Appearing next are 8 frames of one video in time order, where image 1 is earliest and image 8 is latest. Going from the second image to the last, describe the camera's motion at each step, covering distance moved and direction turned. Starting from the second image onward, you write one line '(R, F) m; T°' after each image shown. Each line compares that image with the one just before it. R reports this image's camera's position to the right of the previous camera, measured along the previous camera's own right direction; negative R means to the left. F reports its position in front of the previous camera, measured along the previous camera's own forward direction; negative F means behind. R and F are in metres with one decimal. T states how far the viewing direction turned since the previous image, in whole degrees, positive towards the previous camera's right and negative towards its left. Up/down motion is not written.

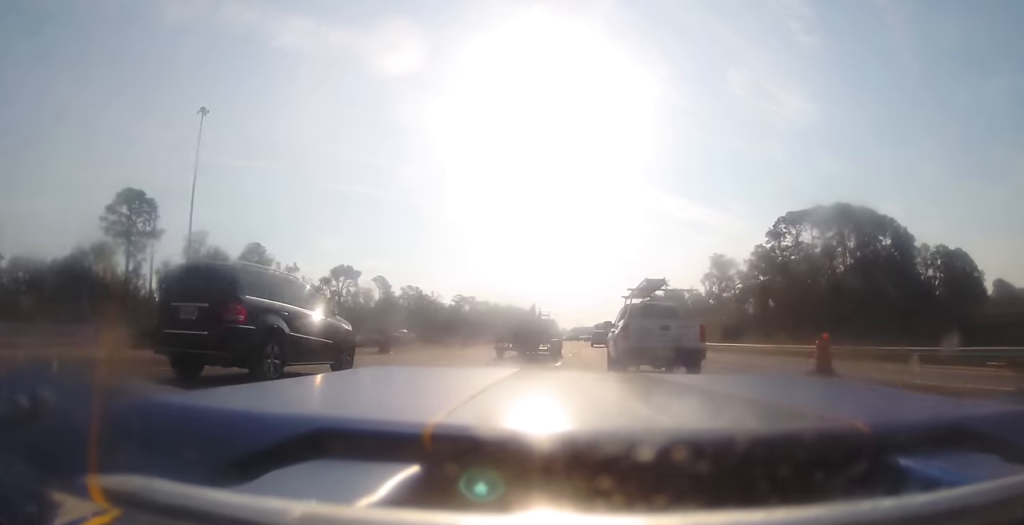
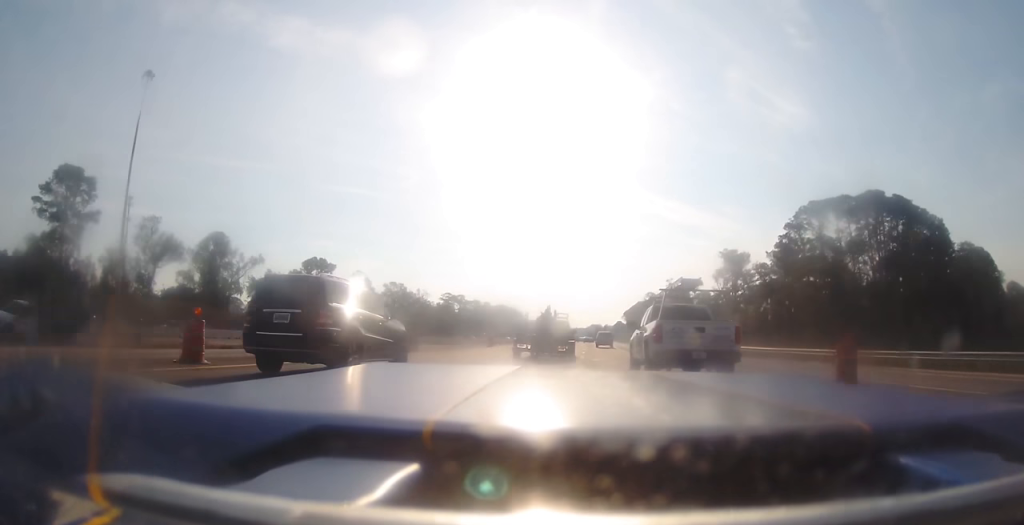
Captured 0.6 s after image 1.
(-0.4, +15.1) m; 0°
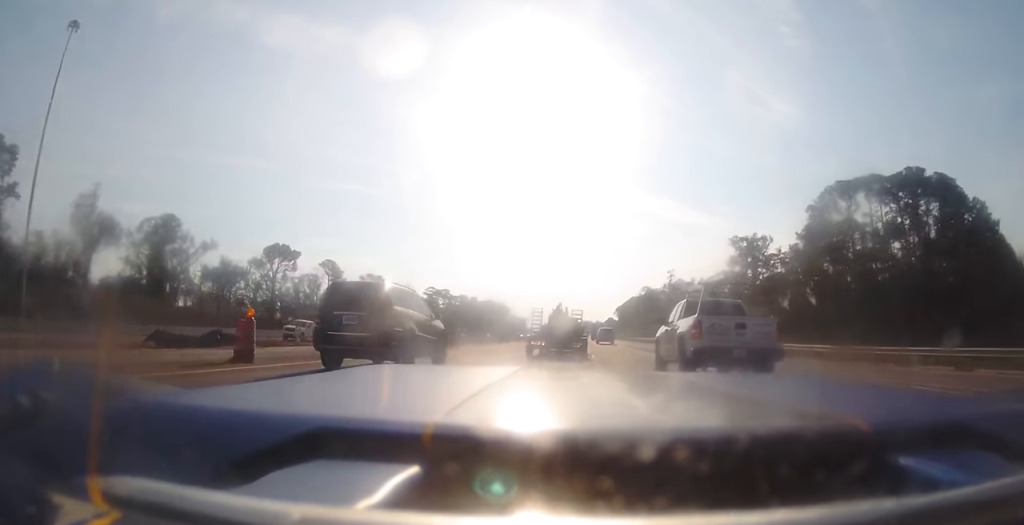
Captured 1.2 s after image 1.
(+0.2, +16.0) m; +1°
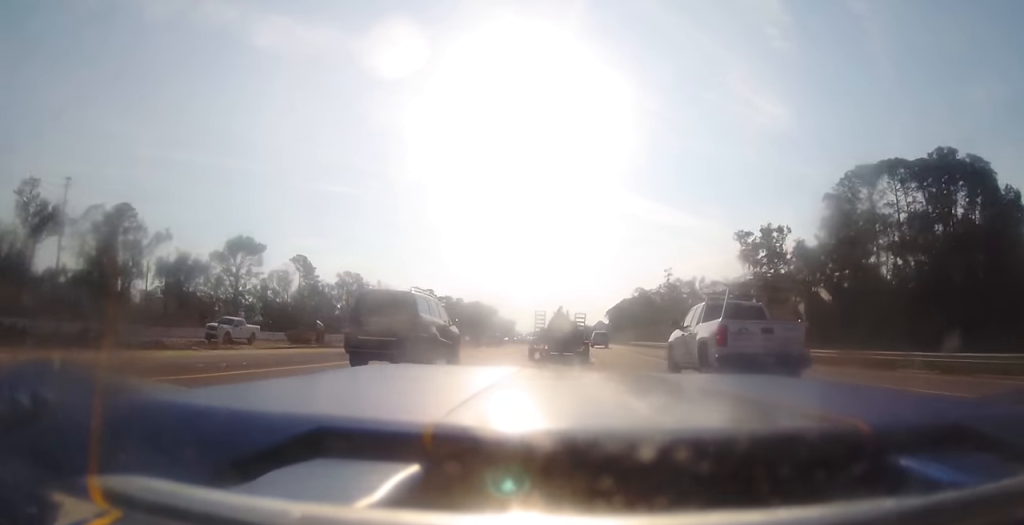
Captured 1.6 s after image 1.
(0.0, +11.6) m; +2°
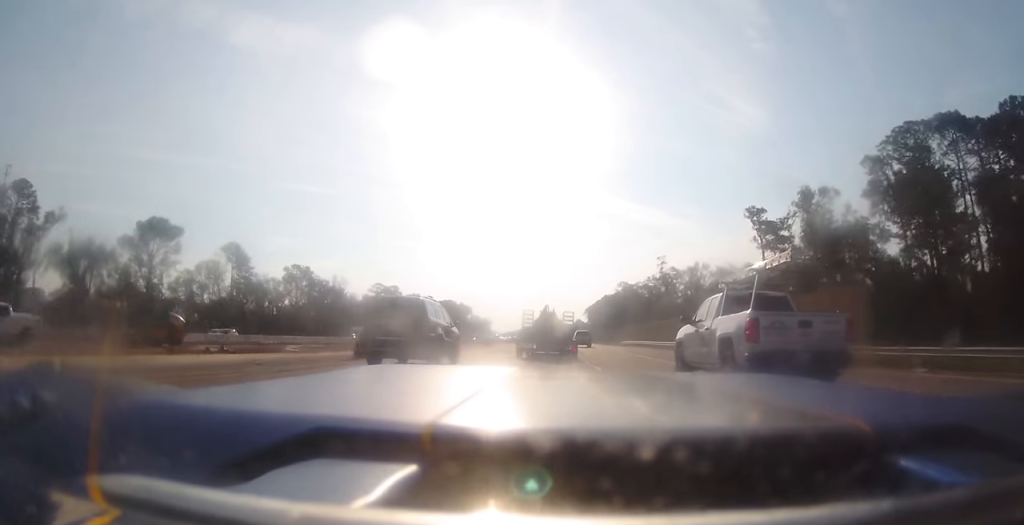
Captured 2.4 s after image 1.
(+0.6, +21.6) m; +2°
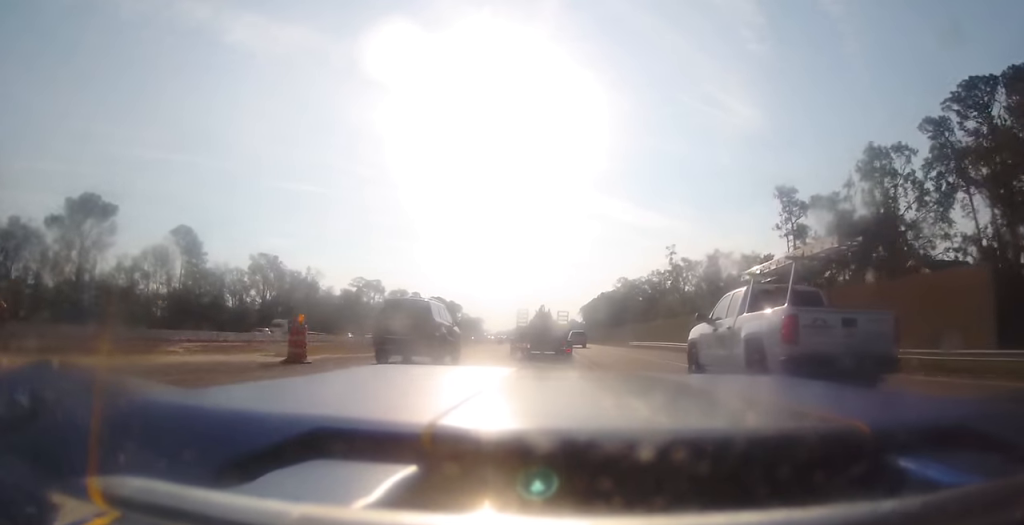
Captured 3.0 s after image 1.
(+0.2, +16.4) m; +1°
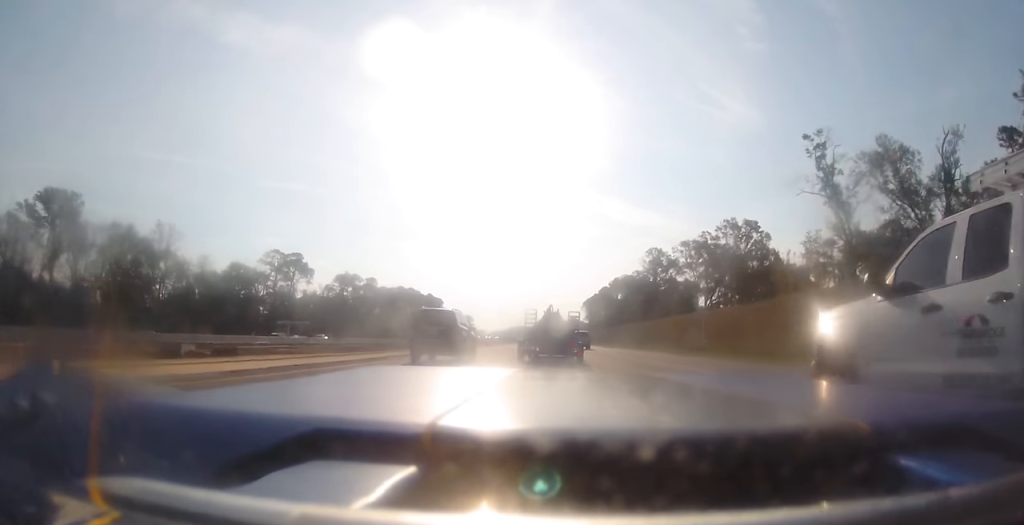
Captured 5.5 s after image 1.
(+1.6, +70.0) m; +1°
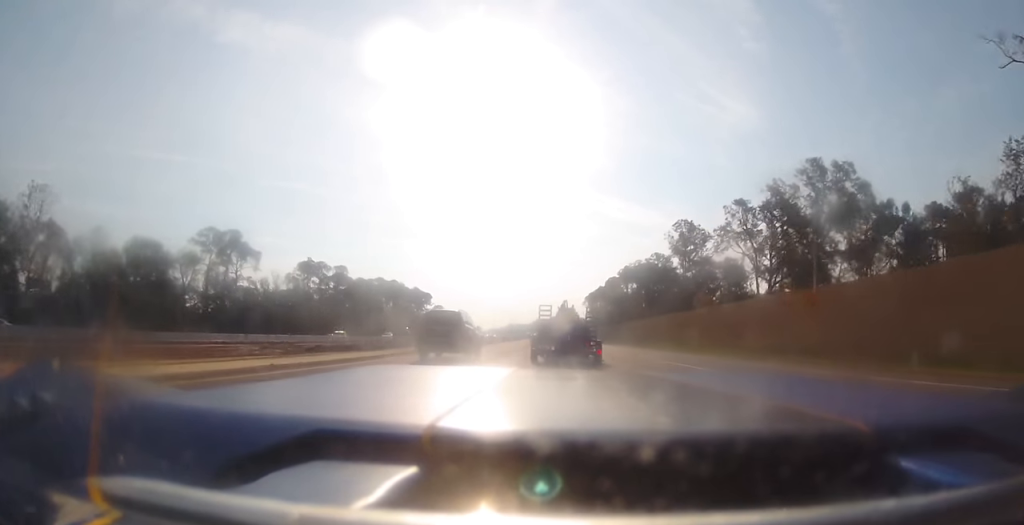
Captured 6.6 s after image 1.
(-0.4, +32.7) m; 0°
